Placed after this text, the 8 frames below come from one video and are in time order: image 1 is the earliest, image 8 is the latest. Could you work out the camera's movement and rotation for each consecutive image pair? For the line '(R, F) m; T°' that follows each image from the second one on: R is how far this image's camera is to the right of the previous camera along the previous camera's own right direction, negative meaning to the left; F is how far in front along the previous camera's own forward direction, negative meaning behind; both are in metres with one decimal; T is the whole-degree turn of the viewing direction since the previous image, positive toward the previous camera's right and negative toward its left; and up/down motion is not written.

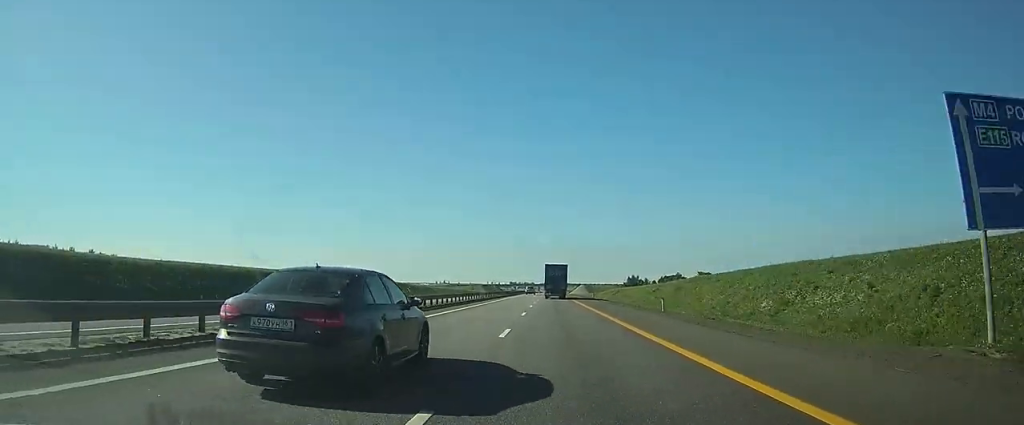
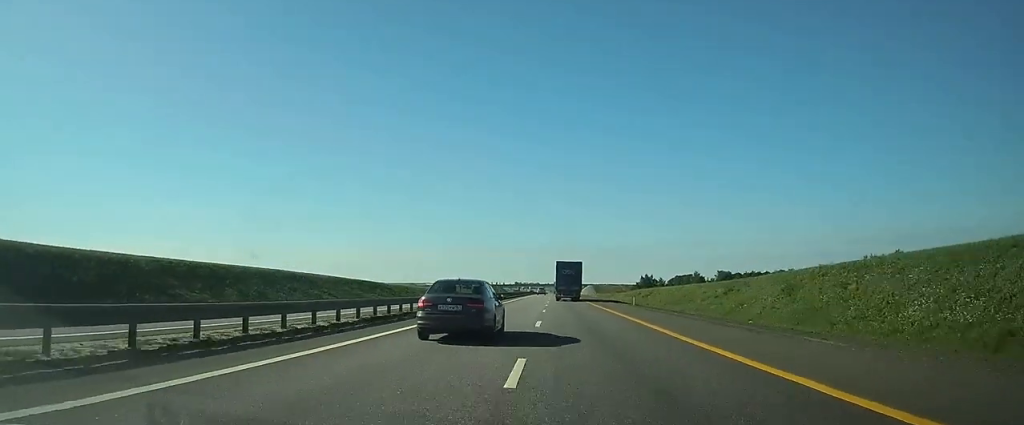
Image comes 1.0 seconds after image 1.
(-0.1, +31.5) m; 0°
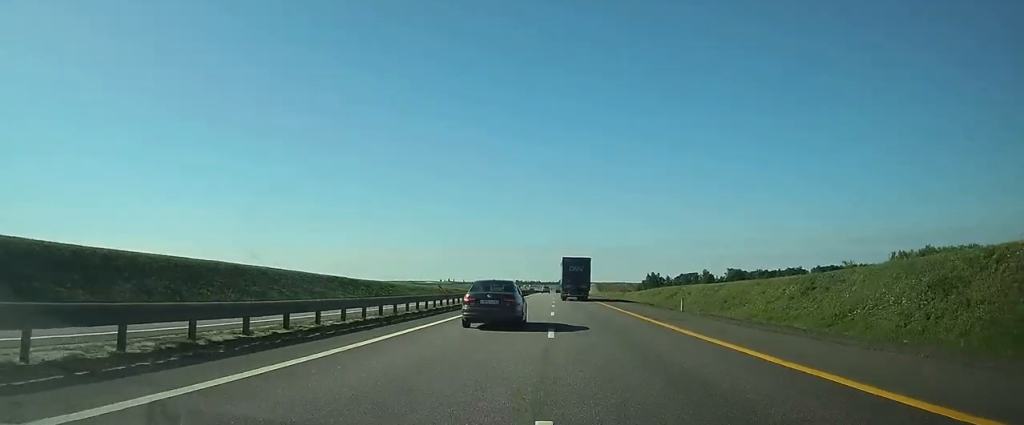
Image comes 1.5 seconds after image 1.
(0.0, +16.9) m; 0°
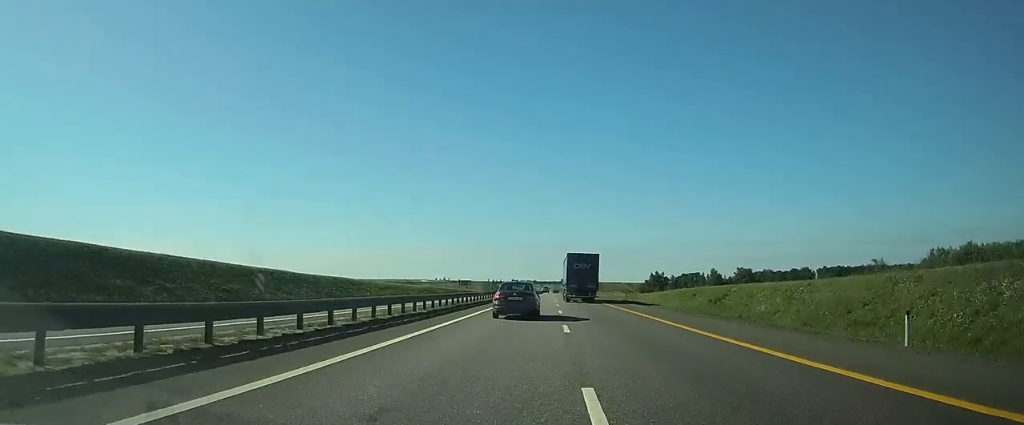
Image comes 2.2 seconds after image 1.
(0.0, +22.2) m; 0°
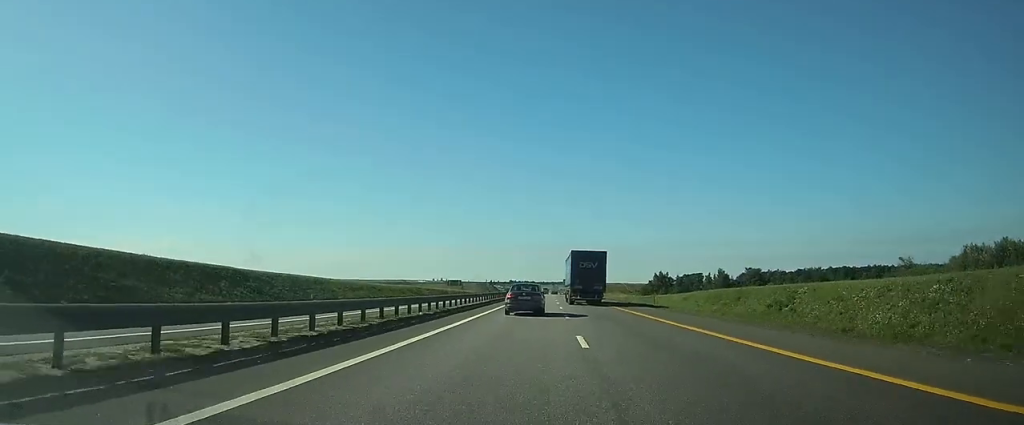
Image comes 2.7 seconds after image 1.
(0.0, +15.8) m; 0°
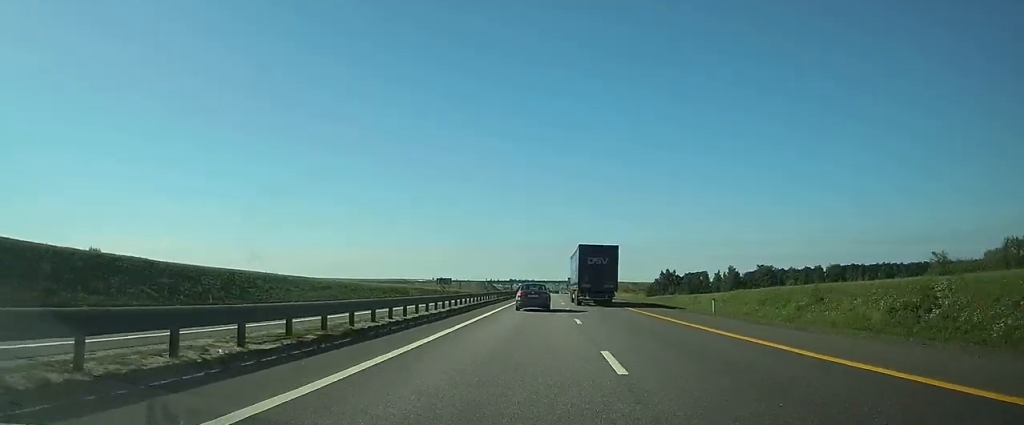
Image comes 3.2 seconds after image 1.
(0.0, +15.9) m; 0°
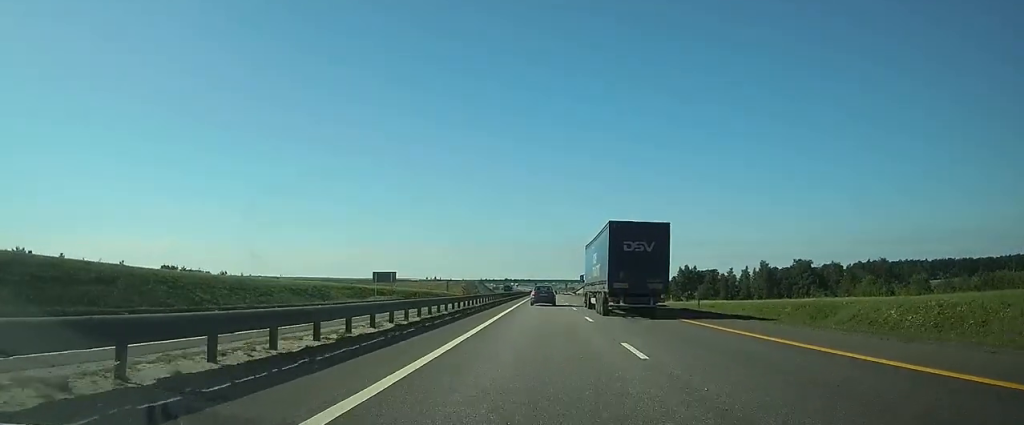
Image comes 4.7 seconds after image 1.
(0.0, +45.7) m; 0°
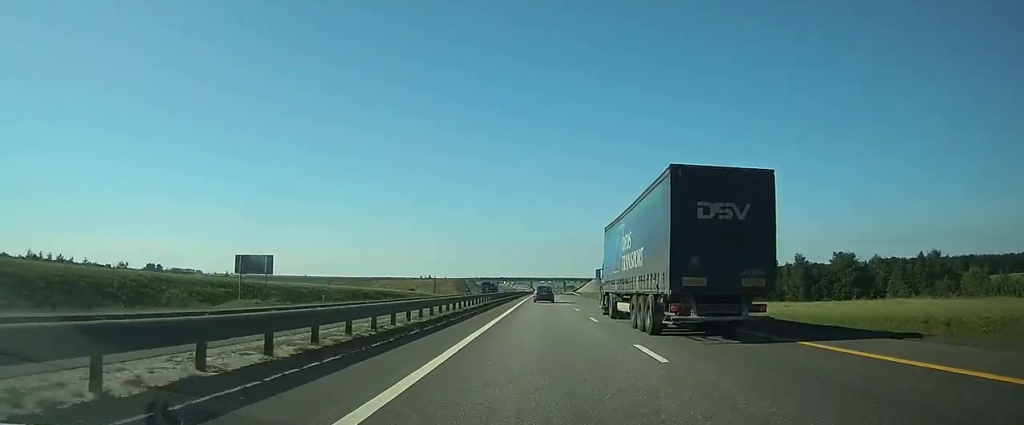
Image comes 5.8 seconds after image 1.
(0.0, +36.4) m; 0°
